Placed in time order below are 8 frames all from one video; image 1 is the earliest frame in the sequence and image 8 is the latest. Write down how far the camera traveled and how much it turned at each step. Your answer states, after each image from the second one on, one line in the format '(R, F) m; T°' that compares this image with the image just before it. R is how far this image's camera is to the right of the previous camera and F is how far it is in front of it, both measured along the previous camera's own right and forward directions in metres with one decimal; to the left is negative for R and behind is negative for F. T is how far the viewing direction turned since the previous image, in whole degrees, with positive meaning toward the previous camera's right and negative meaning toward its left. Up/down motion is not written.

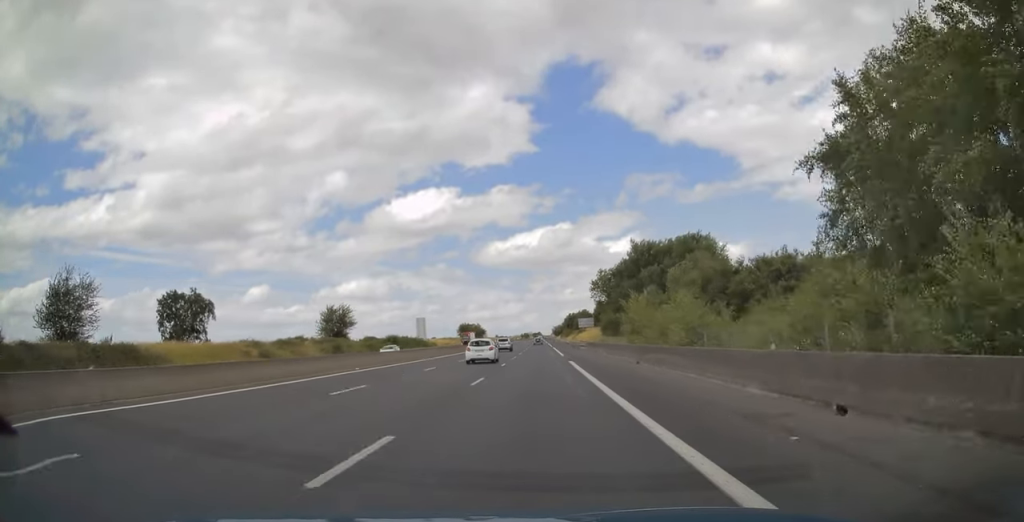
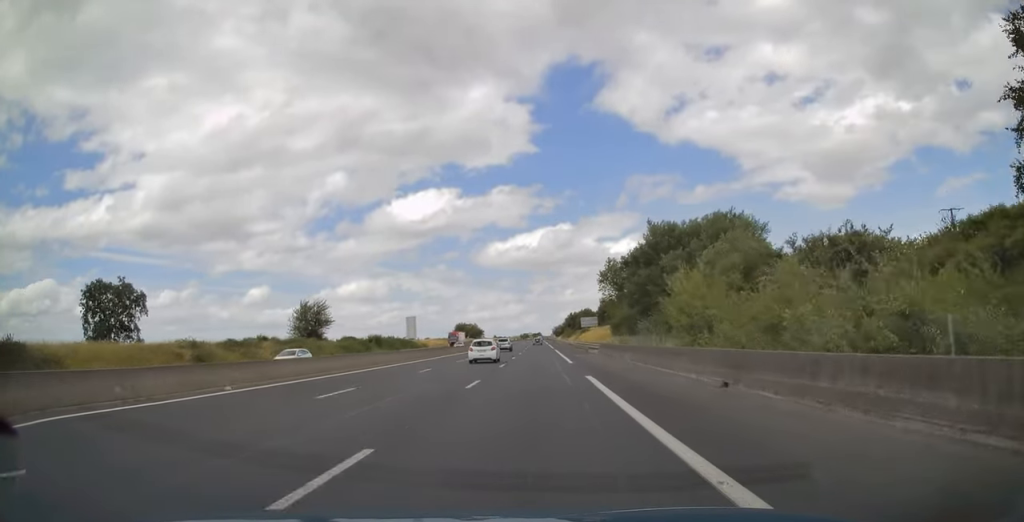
(0.0, +13.9) m; 0°
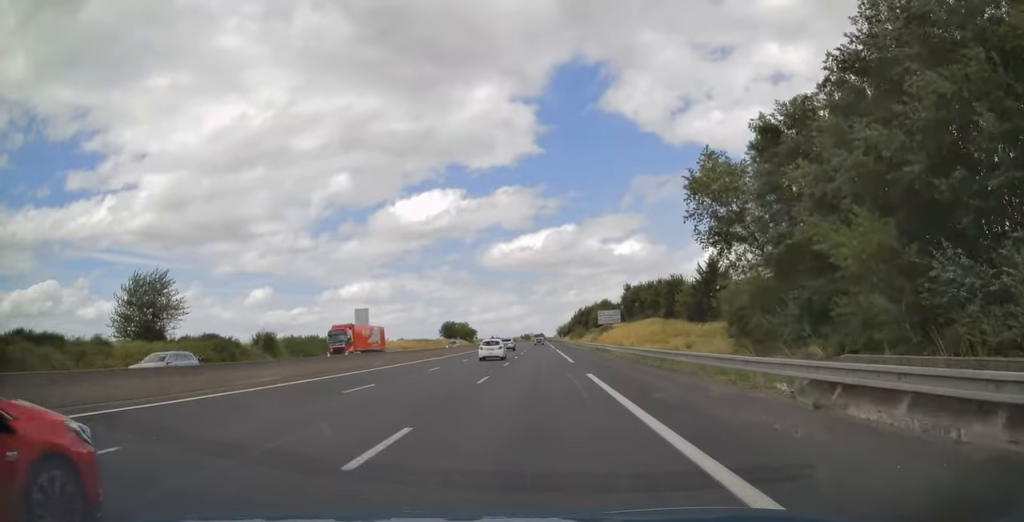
(0.0, +49.7) m; 0°
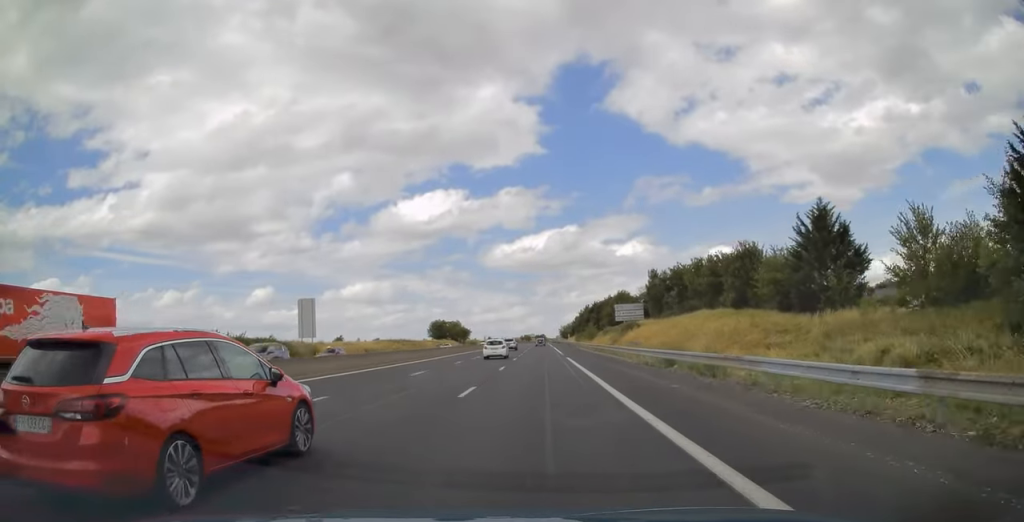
(0.0, +30.5) m; 0°
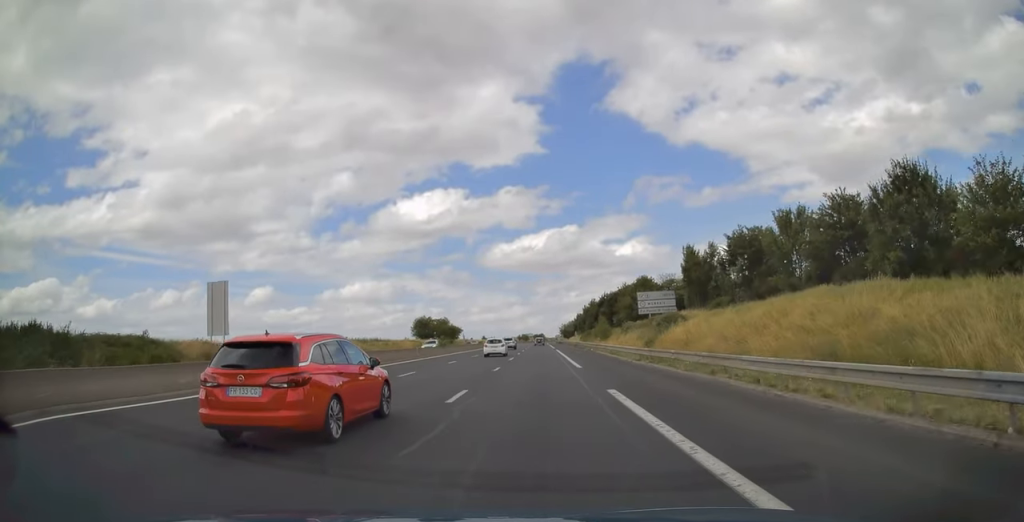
(0.0, +27.3) m; 0°
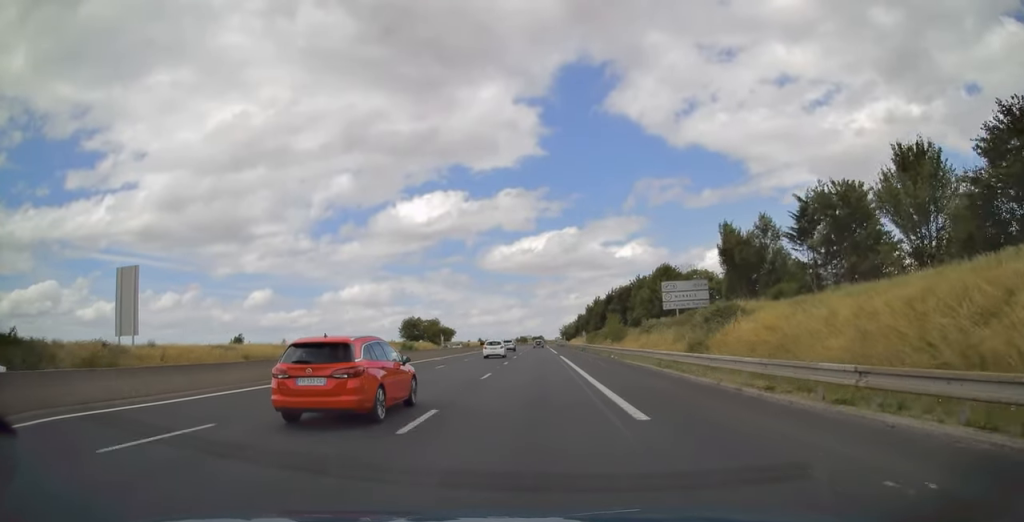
(0.0, +17.1) m; 0°
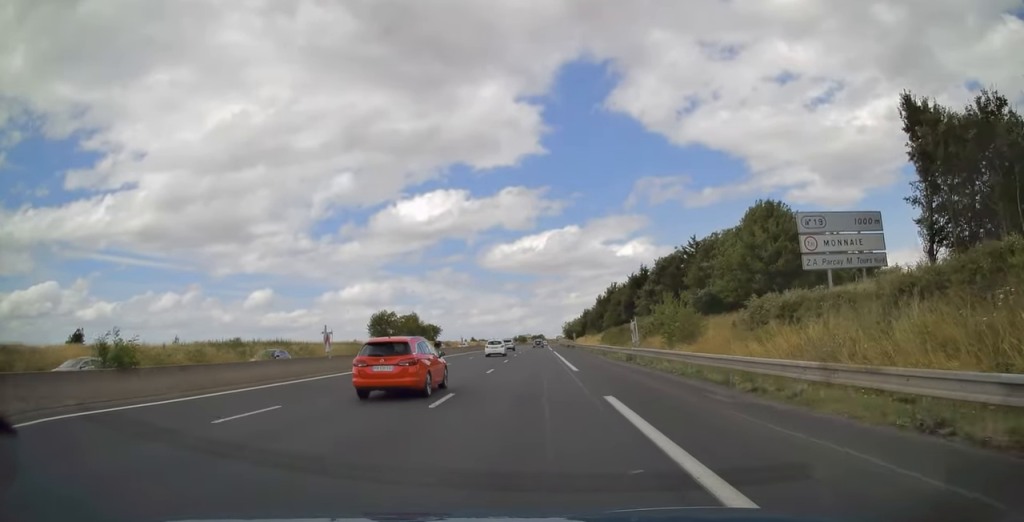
(0.0, +35.3) m; 0°
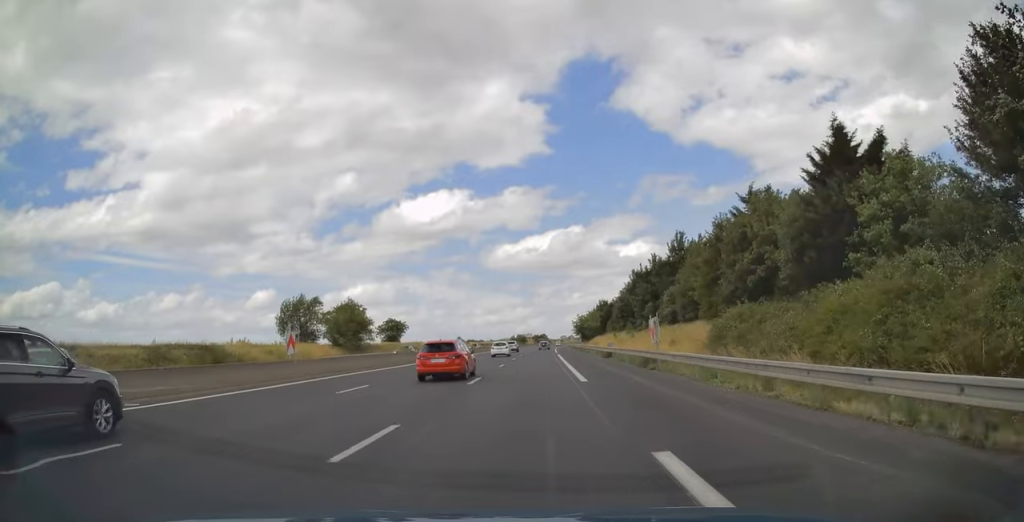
(-0.2, +57.2) m; 0°
